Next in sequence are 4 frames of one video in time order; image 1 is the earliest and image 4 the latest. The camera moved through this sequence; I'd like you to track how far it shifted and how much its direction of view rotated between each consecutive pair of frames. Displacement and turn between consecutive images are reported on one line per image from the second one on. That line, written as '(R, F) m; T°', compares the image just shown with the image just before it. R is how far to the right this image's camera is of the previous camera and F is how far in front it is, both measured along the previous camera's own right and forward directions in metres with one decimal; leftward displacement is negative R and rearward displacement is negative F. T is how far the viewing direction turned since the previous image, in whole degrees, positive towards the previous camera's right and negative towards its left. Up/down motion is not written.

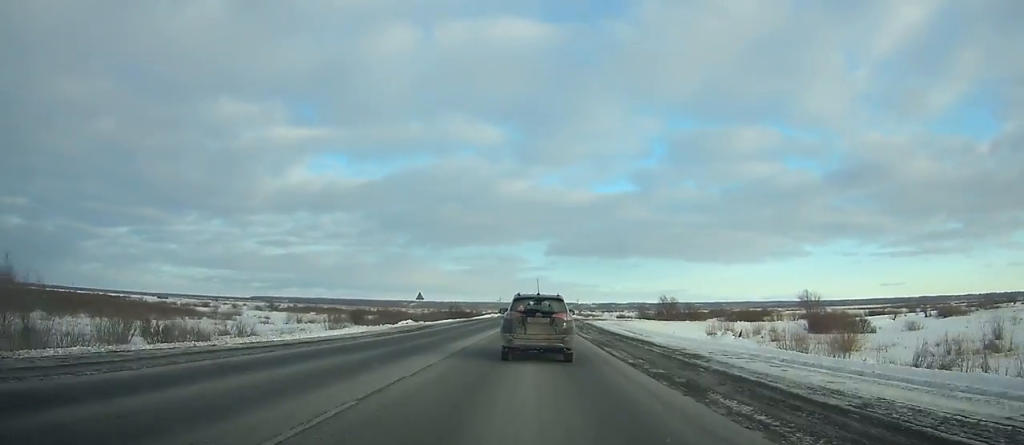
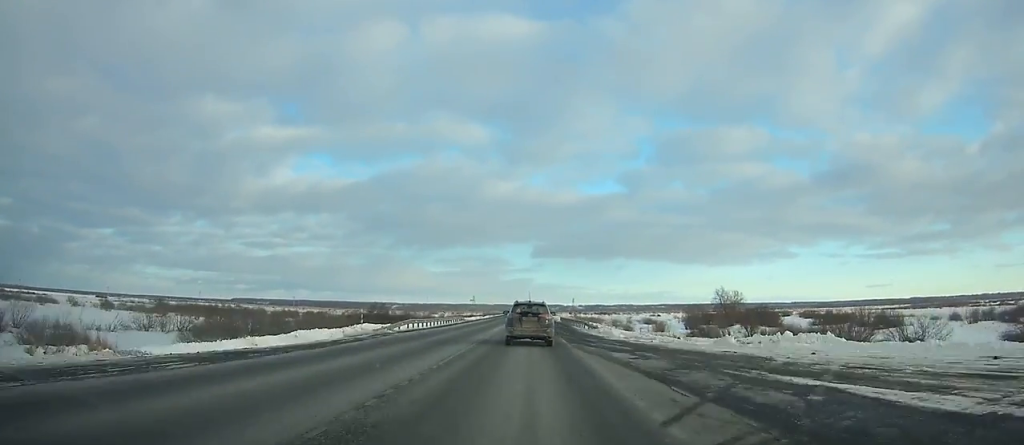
(+1.9, +98.4) m; +1°
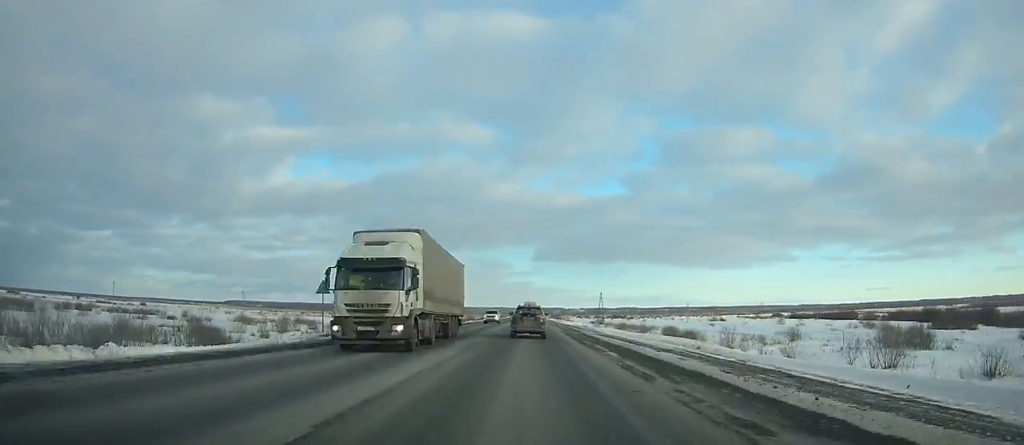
(+0.1, +142.6) m; 0°
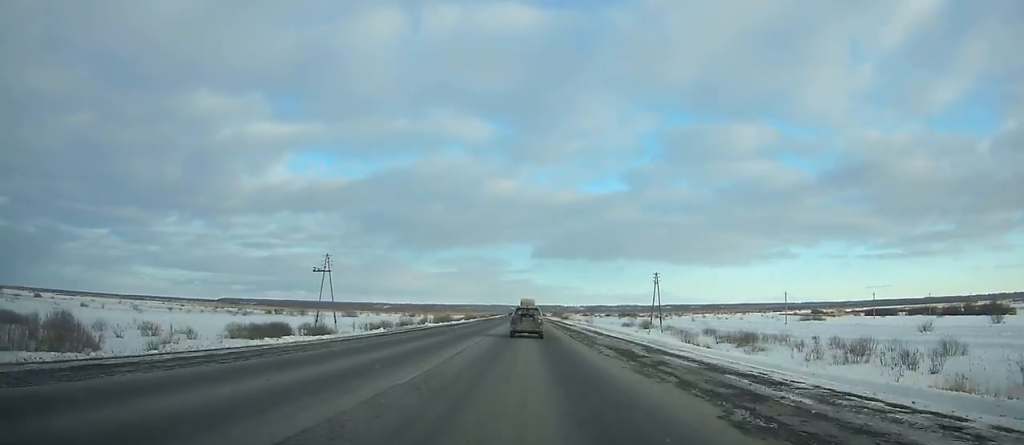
(+0.4, +97.8) m; 0°
